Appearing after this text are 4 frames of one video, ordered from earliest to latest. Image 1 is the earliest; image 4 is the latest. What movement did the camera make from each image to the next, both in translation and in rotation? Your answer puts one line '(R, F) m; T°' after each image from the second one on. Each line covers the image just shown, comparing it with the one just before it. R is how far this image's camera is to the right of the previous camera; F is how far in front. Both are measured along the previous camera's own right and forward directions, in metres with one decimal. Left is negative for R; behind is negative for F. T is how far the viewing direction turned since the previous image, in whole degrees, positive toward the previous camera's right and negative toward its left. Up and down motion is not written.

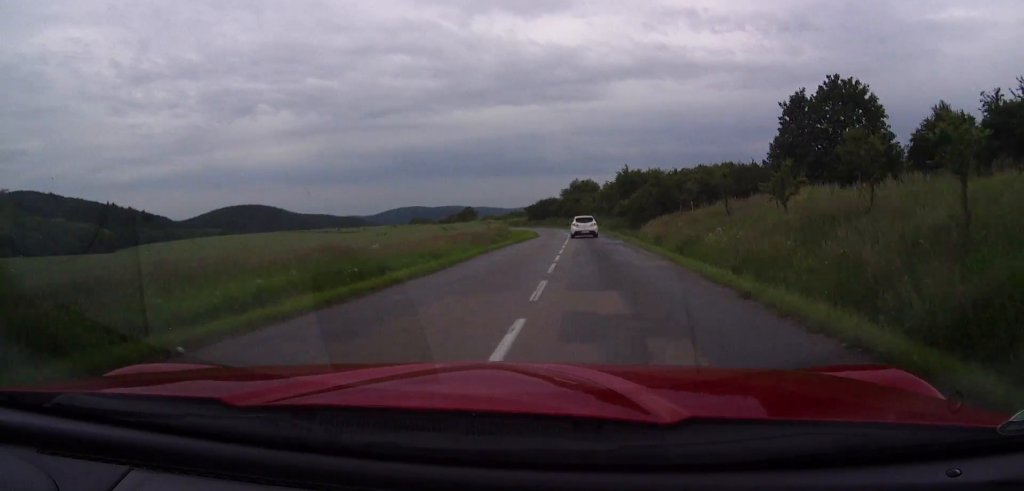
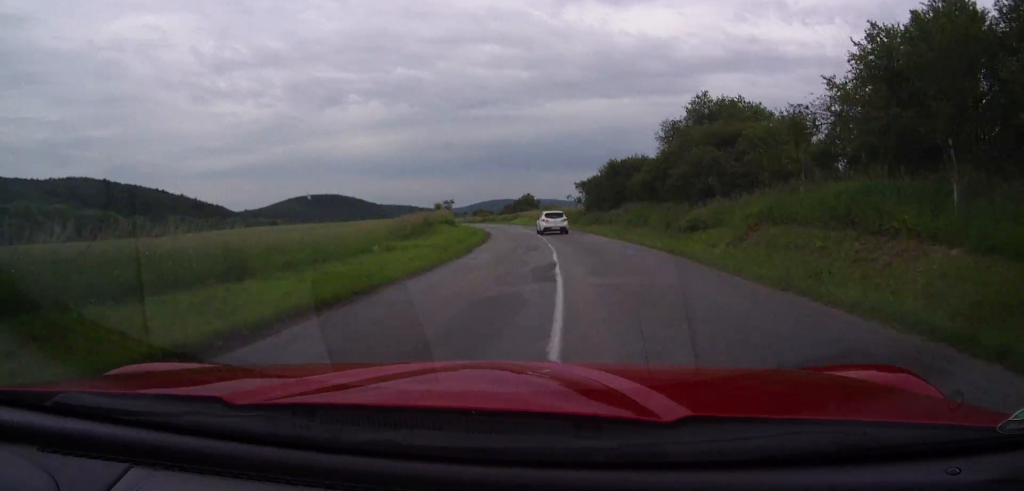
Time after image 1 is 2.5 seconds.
(-3.7, +83.3) m; -9°
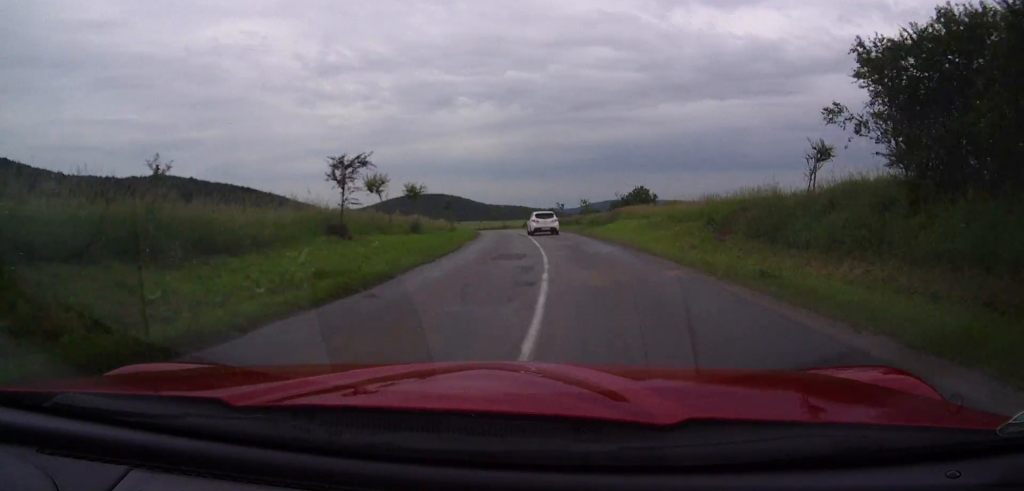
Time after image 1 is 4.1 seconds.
(-6.2, +58.2) m; -11°
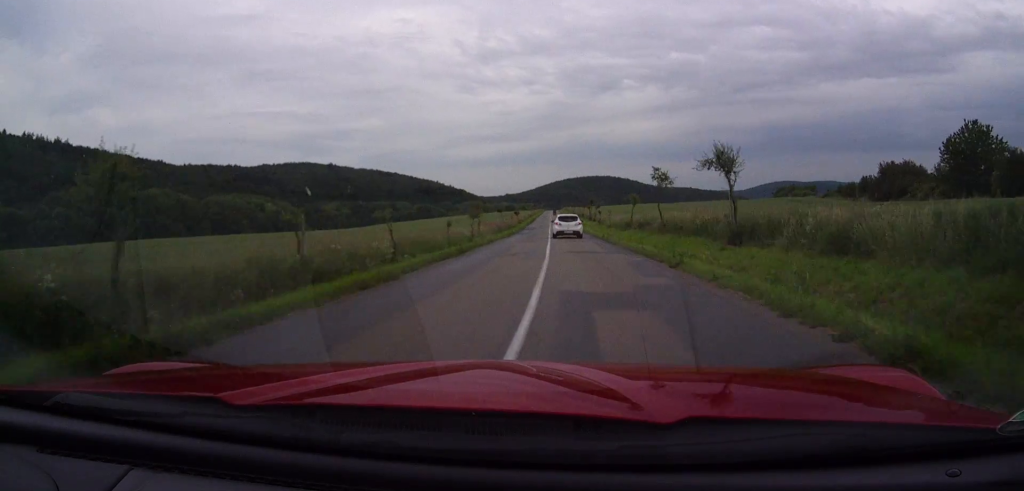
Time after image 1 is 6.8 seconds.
(-13.0, +98.9) m; -15°
